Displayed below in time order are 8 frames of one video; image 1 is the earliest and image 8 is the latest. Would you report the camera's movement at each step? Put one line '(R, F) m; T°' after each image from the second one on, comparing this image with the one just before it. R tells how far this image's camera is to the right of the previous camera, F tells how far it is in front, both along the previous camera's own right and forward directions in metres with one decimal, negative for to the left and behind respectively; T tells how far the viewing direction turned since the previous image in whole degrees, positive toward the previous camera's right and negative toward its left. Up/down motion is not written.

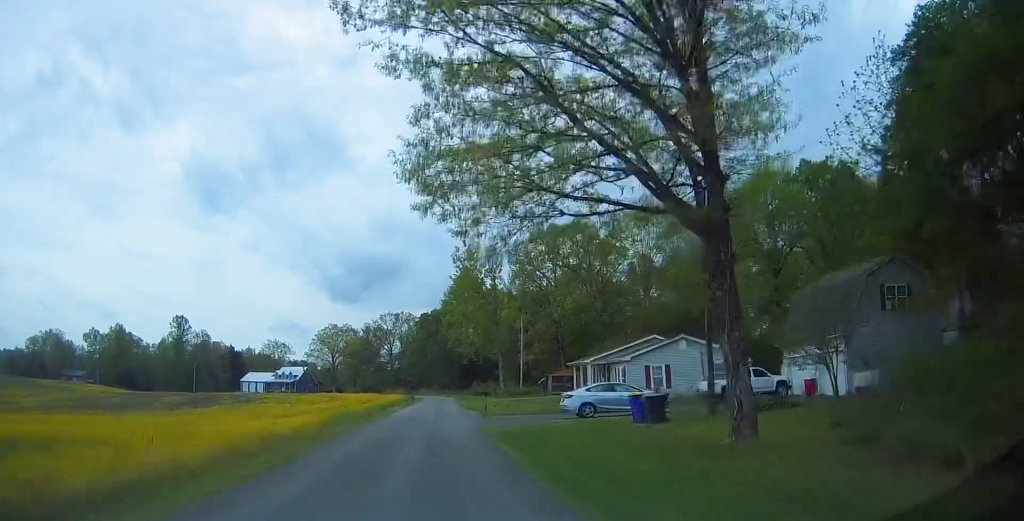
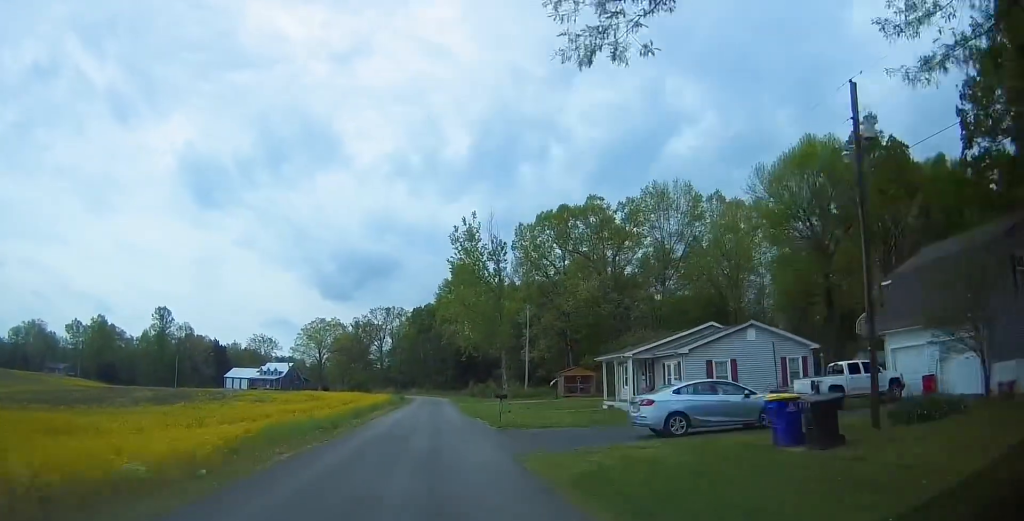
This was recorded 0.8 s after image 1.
(0.0, +10.6) m; +1°
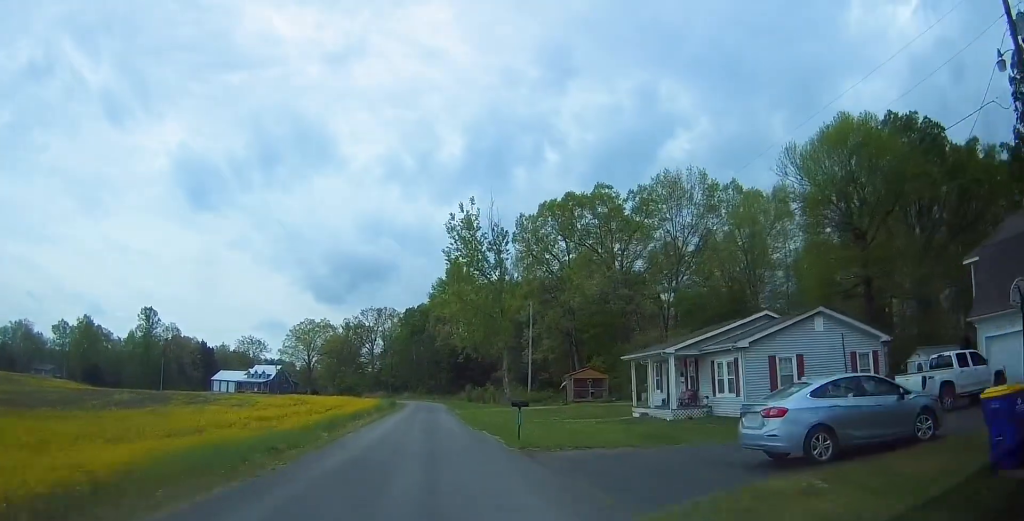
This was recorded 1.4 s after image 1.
(+0.1, +7.1) m; +1°
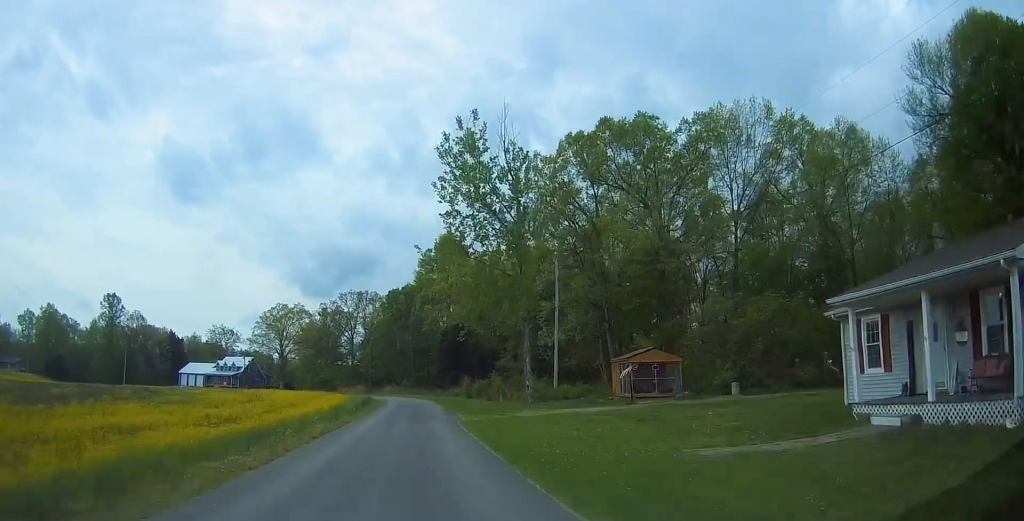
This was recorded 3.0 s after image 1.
(+0.7, +19.5) m; 0°
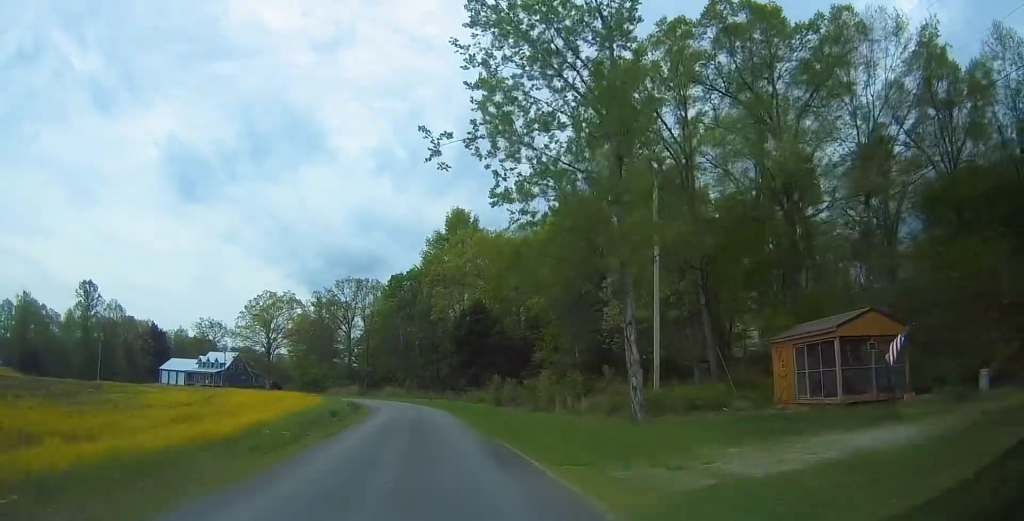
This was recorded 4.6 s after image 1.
(-0.7, +20.2) m; -1°
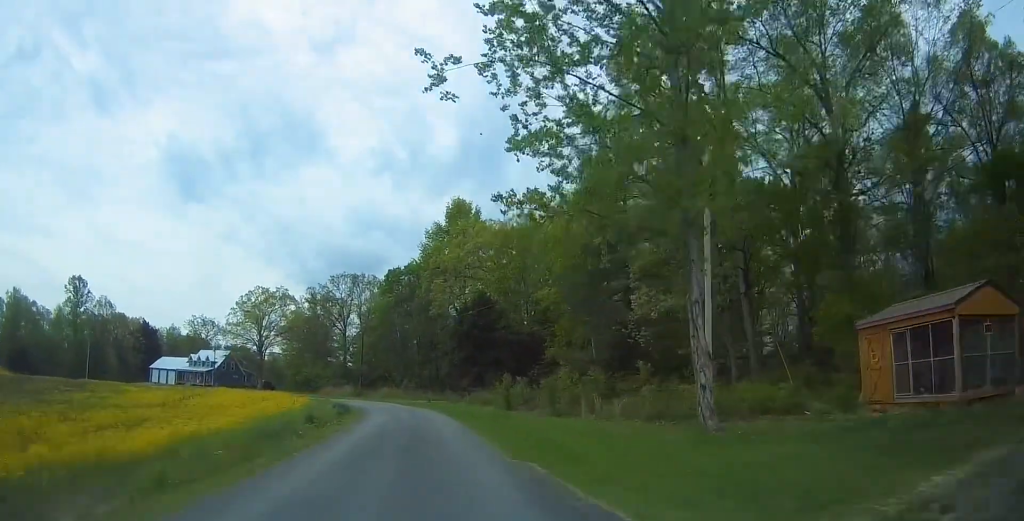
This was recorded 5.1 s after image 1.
(0.0, +5.8) m; +1°
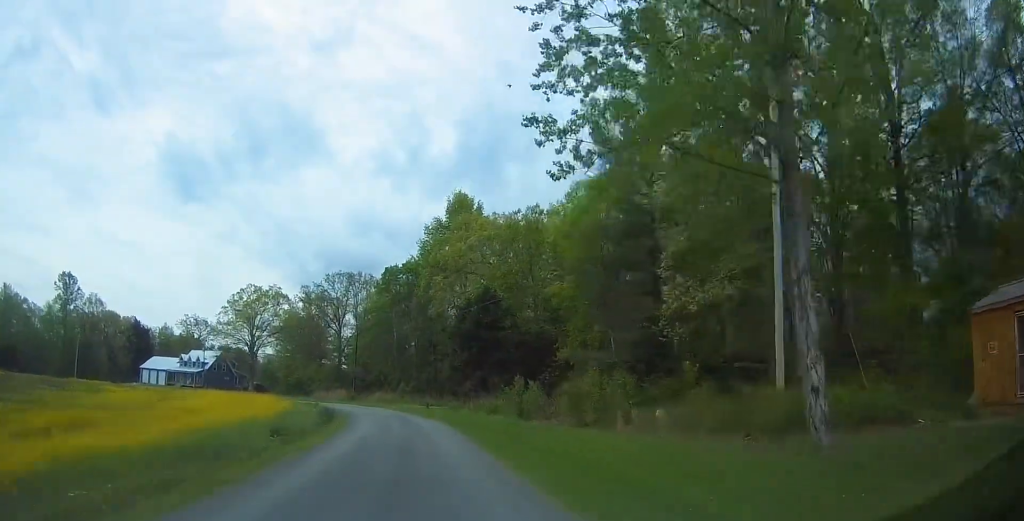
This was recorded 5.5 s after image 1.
(+0.1, +5.3) m; 0°
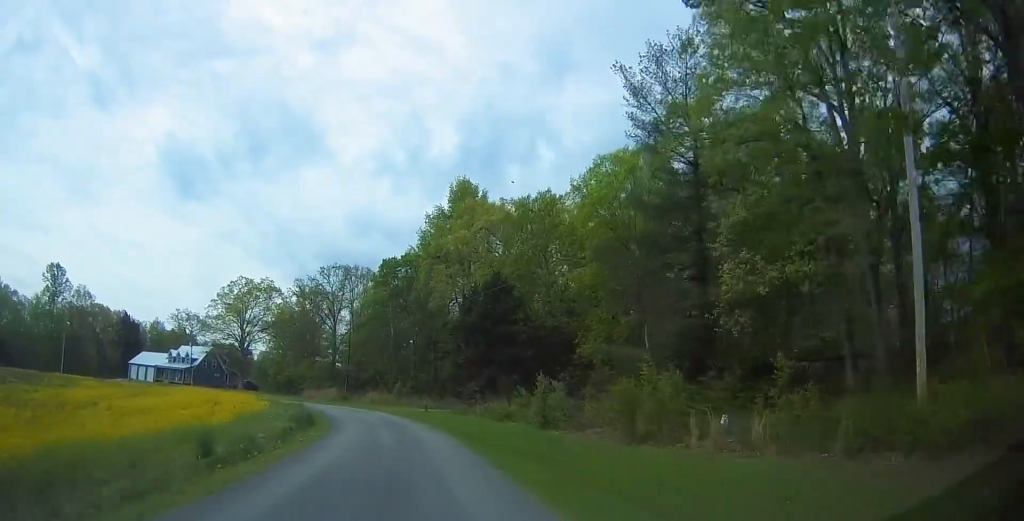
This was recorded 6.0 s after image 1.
(+0.1, +6.5) m; 0°
